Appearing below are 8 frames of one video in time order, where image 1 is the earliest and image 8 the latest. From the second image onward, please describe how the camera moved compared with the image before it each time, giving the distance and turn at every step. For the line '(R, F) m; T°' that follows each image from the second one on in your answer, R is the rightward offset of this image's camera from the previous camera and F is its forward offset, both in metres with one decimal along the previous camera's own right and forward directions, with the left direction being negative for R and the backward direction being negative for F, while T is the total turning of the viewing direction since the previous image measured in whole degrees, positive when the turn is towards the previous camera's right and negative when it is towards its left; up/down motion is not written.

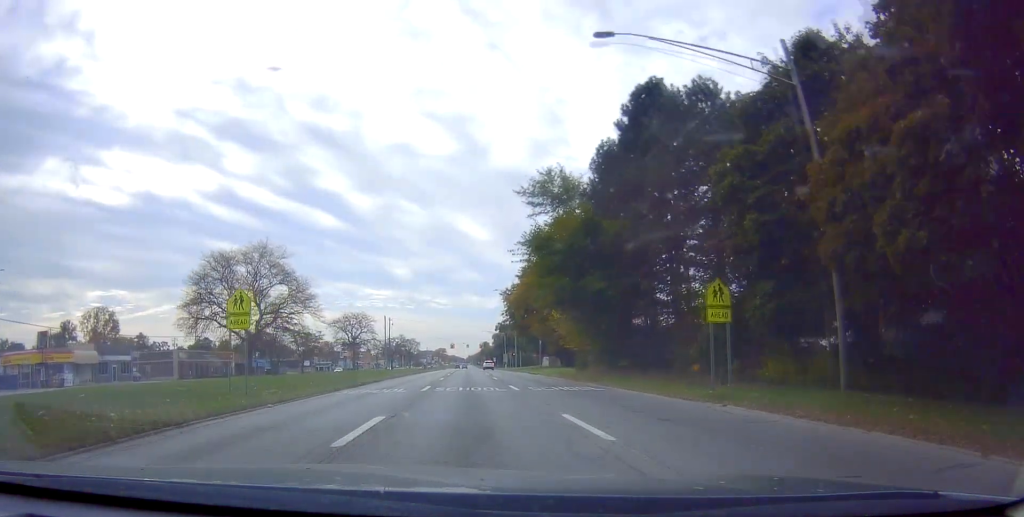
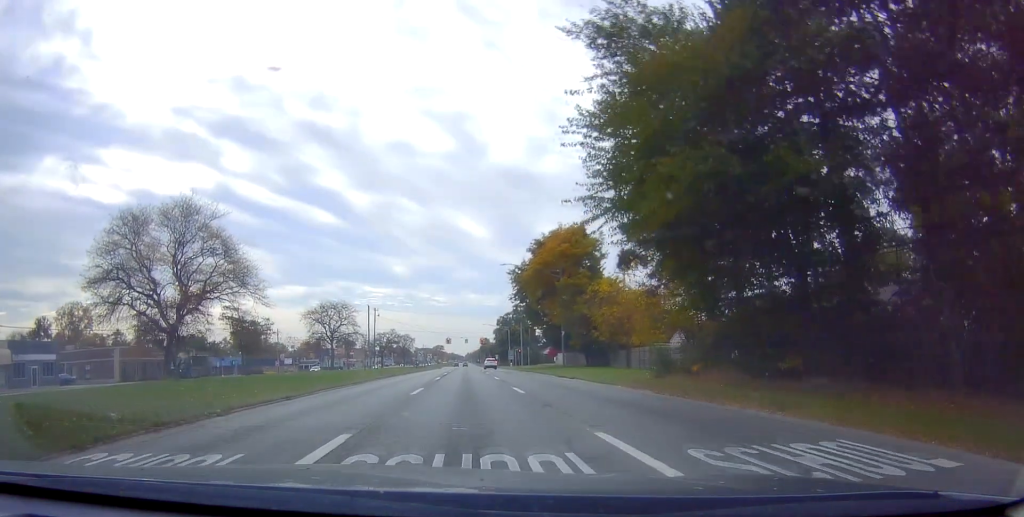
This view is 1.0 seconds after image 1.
(0.0, +19.1) m; 0°
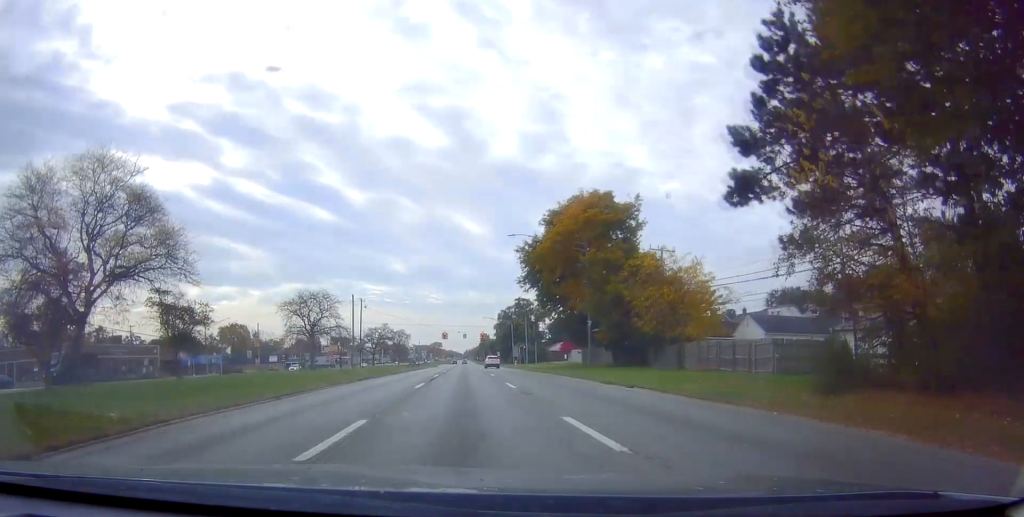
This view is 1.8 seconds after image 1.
(+0.1, +13.0) m; +1°
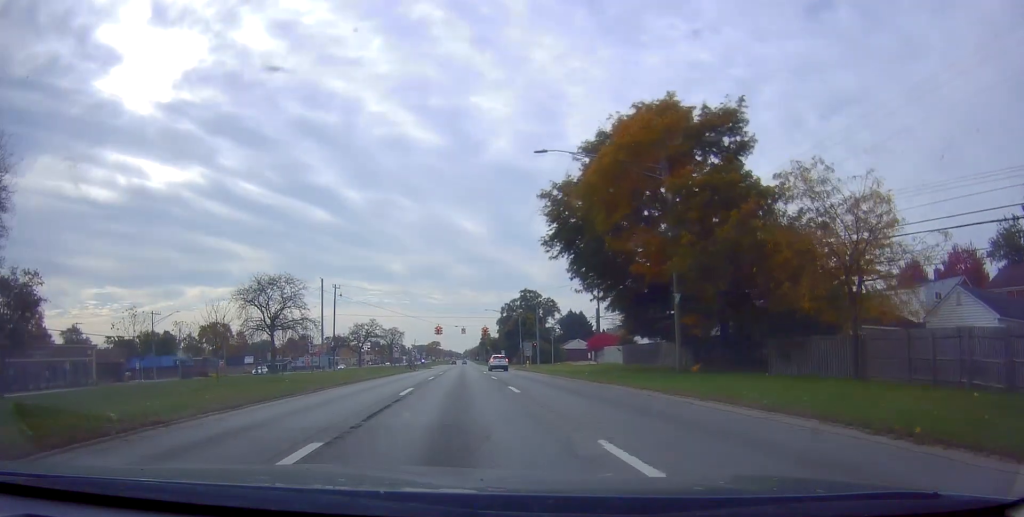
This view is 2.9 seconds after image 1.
(+0.2, +18.8) m; +1°
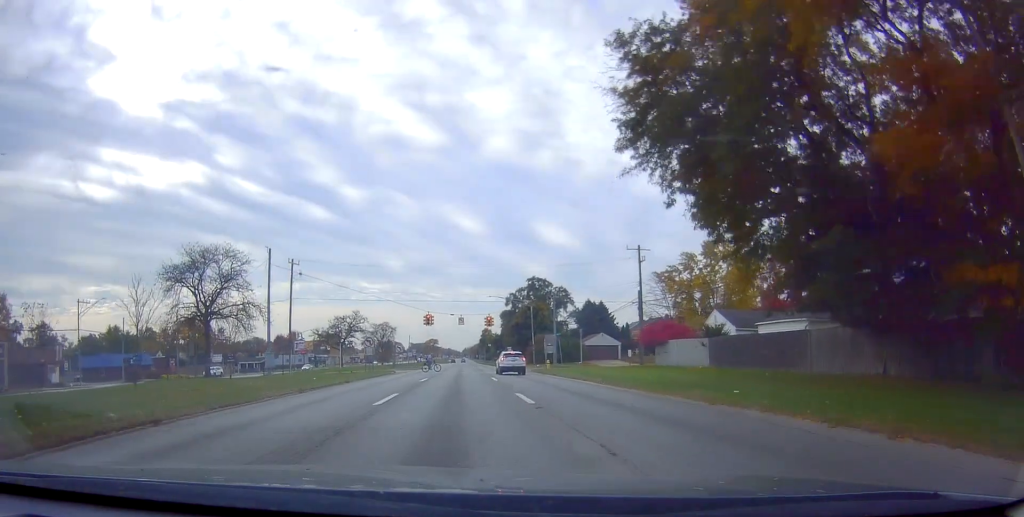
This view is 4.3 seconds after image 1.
(0.0, +19.9) m; 0°
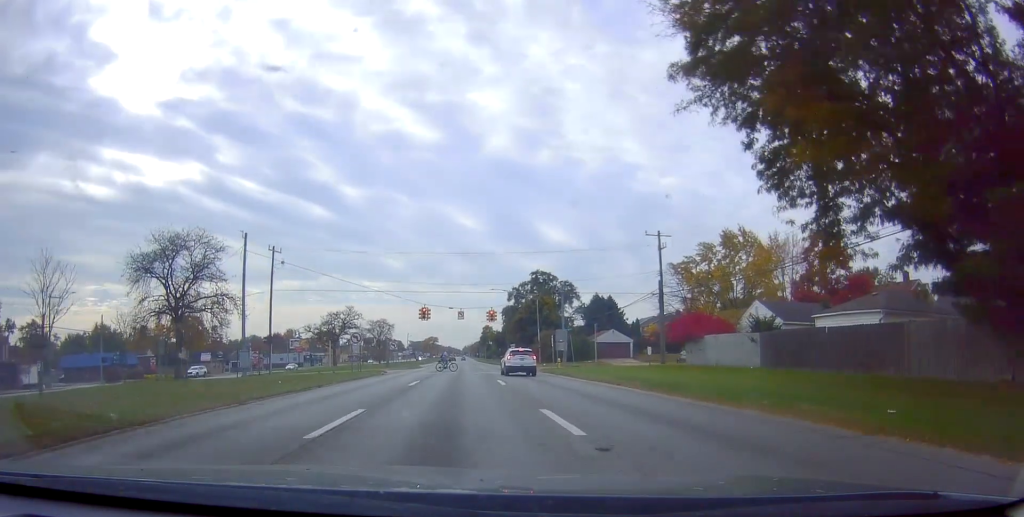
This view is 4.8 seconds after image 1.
(0.0, +6.3) m; 0°
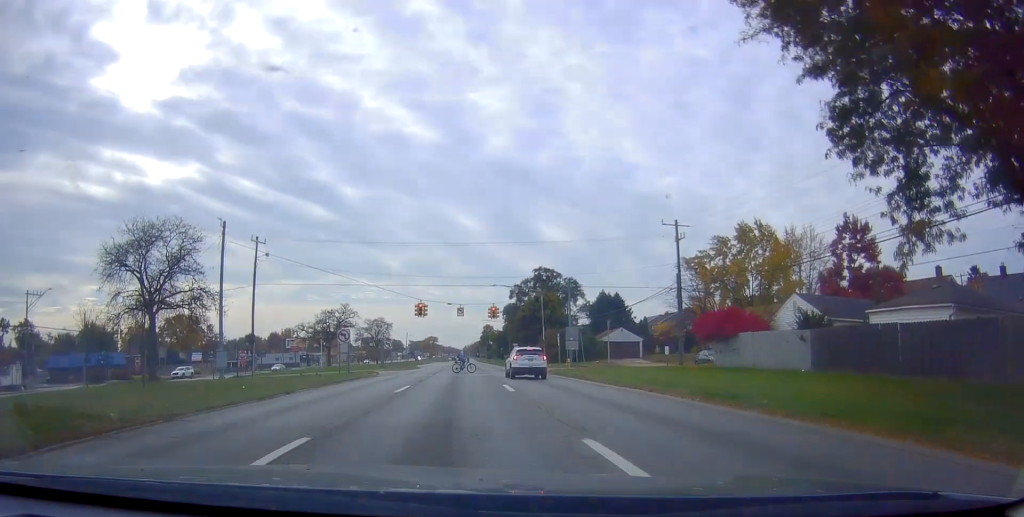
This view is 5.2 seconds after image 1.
(0.0, +5.1) m; 0°
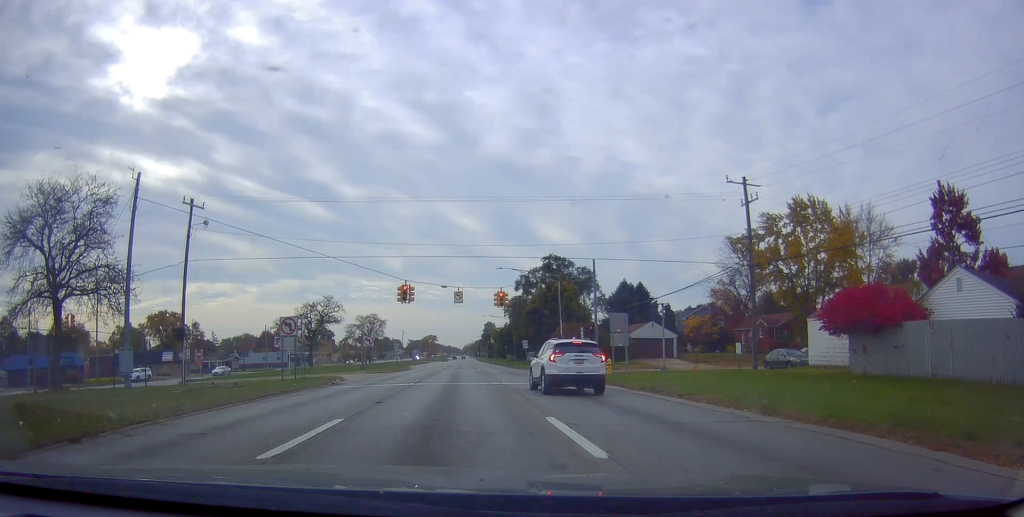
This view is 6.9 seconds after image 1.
(0.0, +13.2) m; 0°
